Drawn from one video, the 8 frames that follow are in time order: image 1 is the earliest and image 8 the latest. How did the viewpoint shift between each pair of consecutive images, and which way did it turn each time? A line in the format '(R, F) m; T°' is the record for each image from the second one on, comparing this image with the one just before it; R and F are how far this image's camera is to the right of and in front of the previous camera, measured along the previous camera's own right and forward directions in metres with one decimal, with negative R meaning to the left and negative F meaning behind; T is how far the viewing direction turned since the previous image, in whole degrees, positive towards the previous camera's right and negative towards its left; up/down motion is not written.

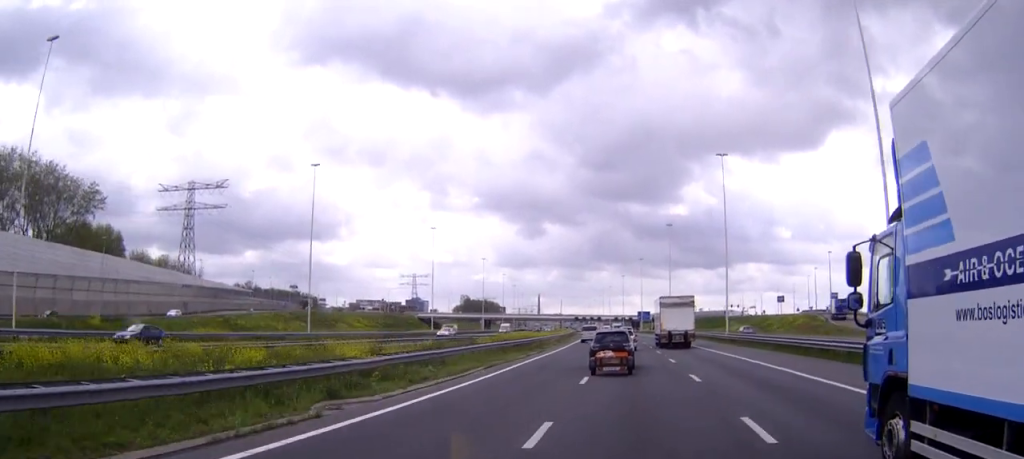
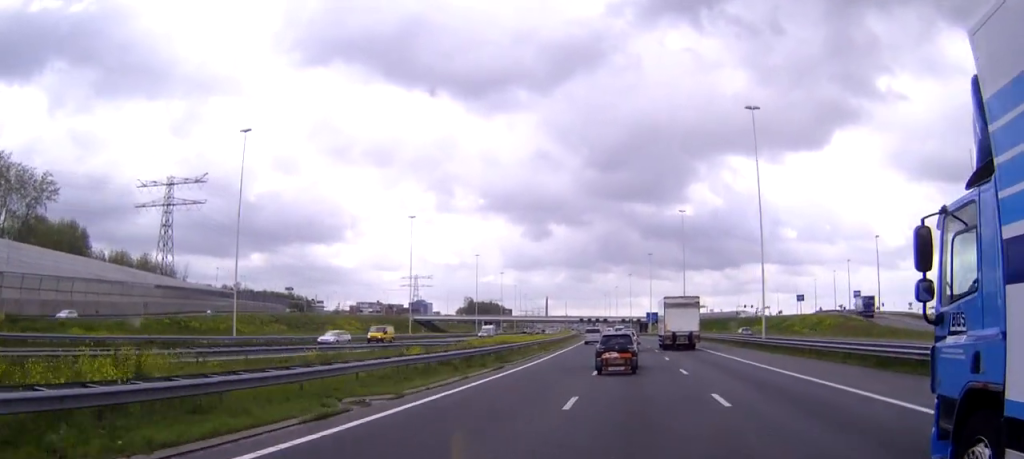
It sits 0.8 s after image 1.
(-0.1, +18.5) m; 0°
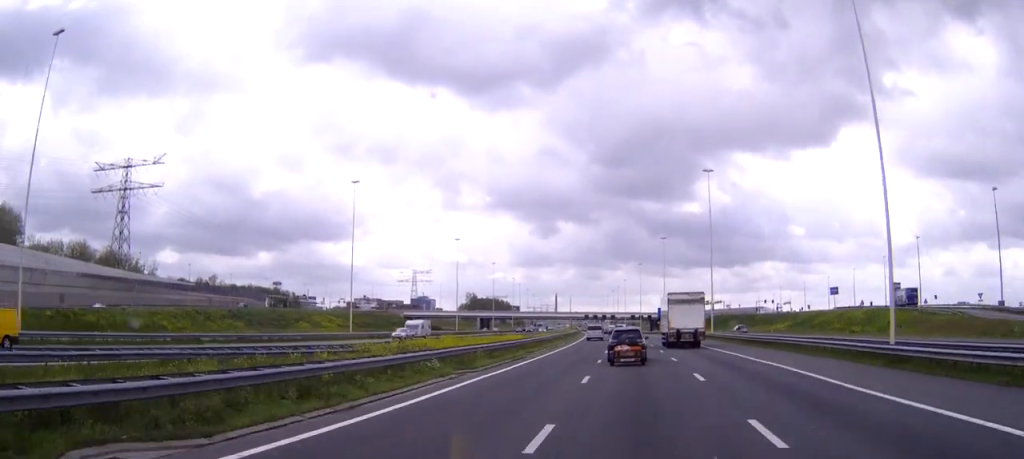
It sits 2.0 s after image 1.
(-0.2, +29.8) m; -1°
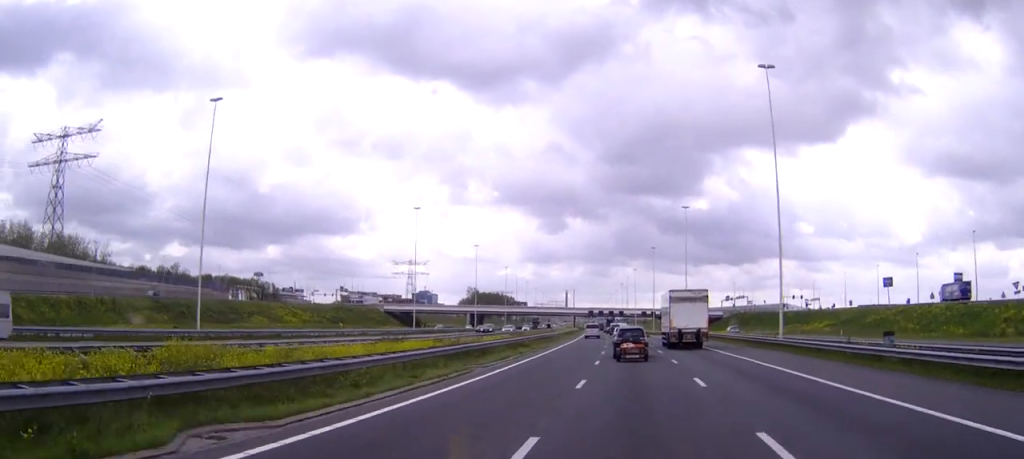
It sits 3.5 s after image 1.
(-0.4, +37.1) m; -1°
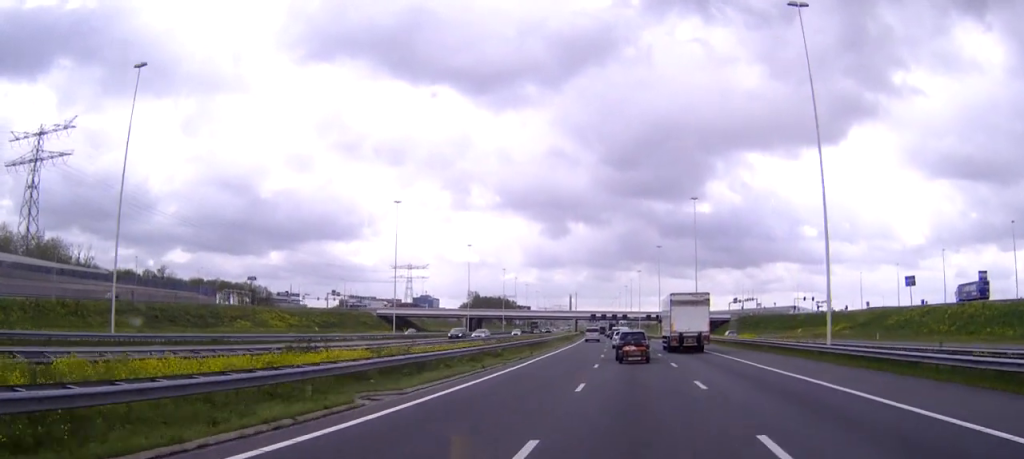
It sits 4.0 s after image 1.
(0.0, +12.1) m; 0°
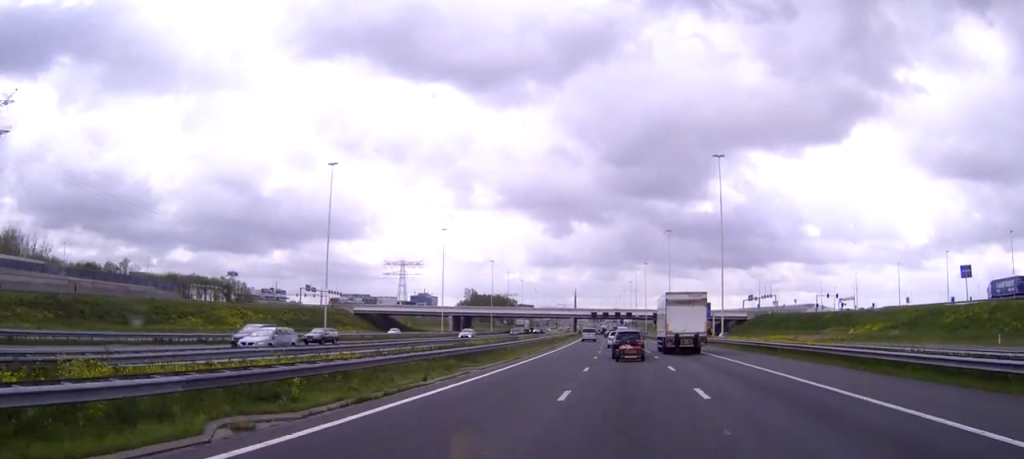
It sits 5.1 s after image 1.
(-0.1, +26.6) m; -1°
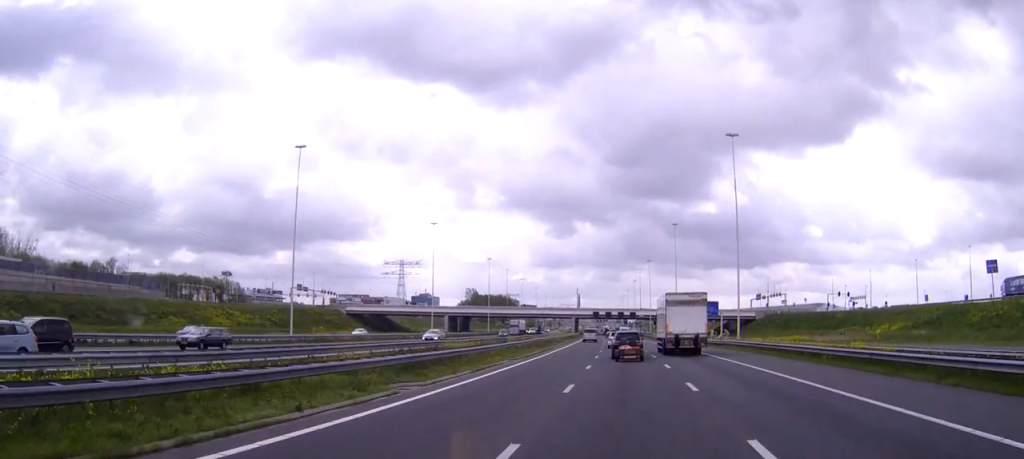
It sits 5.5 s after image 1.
(0.0, +9.6) m; 0°
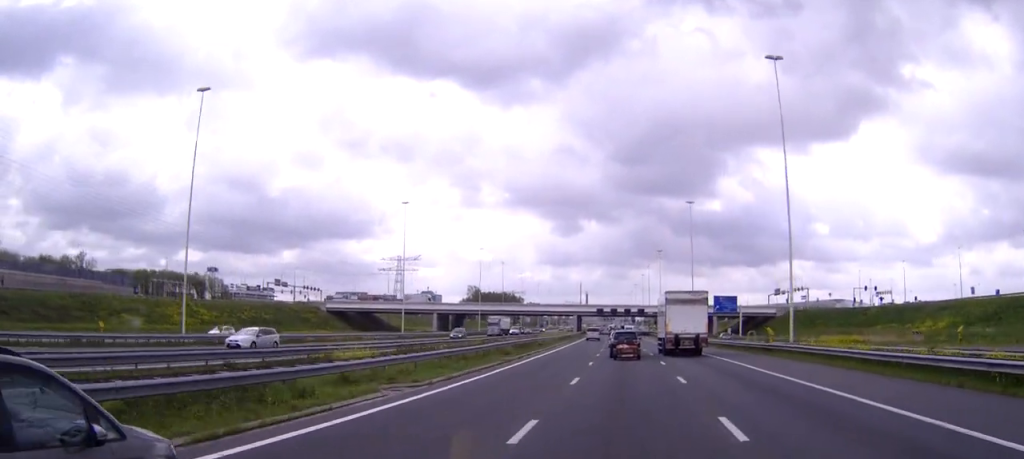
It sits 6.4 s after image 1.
(-0.1, +20.8) m; -1°
